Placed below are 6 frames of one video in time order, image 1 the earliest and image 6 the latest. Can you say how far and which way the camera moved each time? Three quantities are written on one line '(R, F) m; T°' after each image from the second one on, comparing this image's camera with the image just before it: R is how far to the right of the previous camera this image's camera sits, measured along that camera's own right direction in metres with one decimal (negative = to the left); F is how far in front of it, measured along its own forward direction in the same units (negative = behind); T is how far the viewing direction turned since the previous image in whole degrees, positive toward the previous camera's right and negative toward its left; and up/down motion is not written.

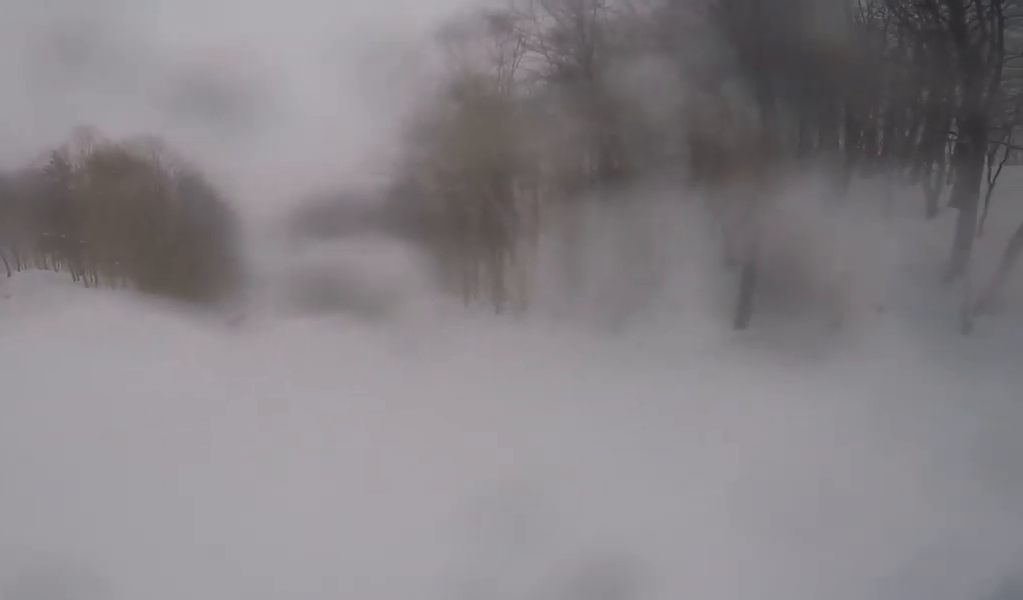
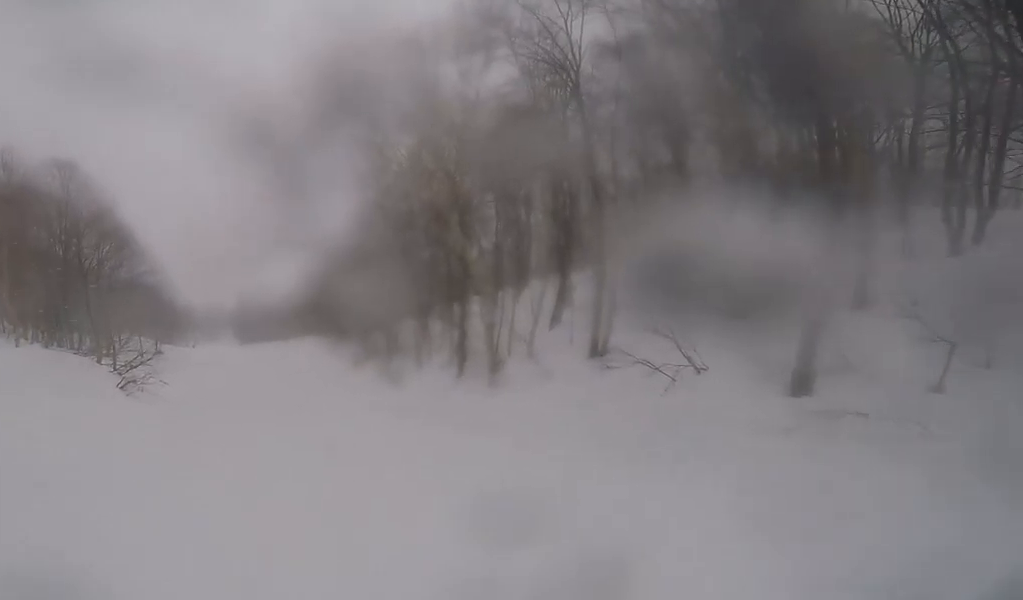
(+0.1, +5.6) m; -1°
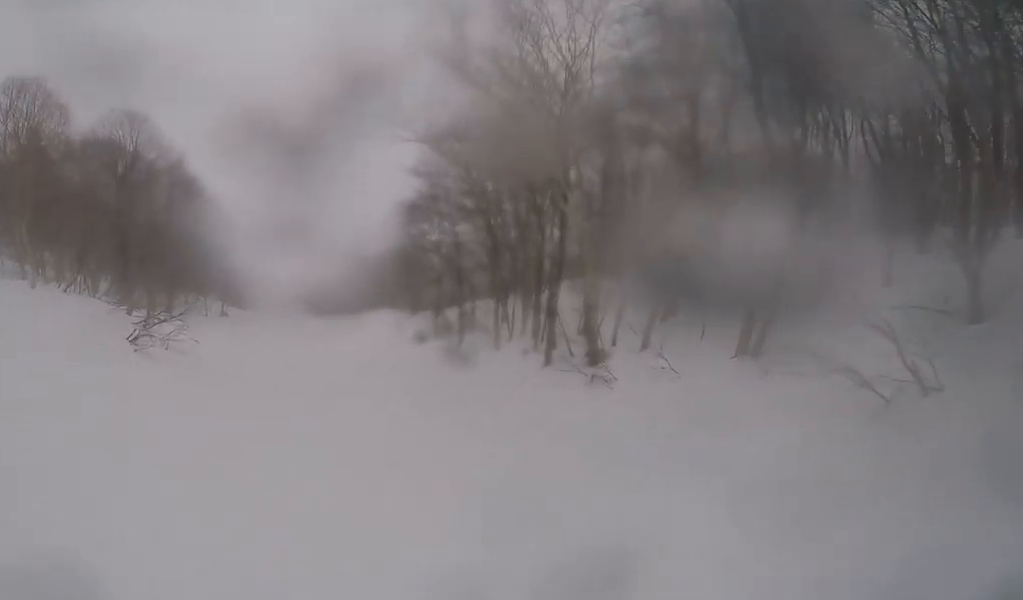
(-0.1, +4.0) m; -10°
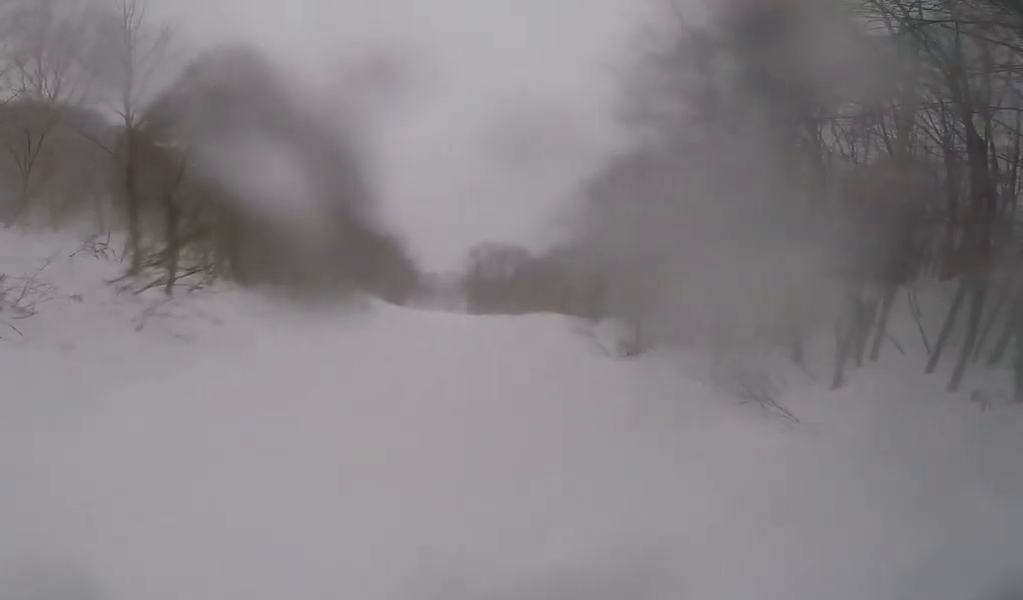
(-2.5, +9.2) m; -18°
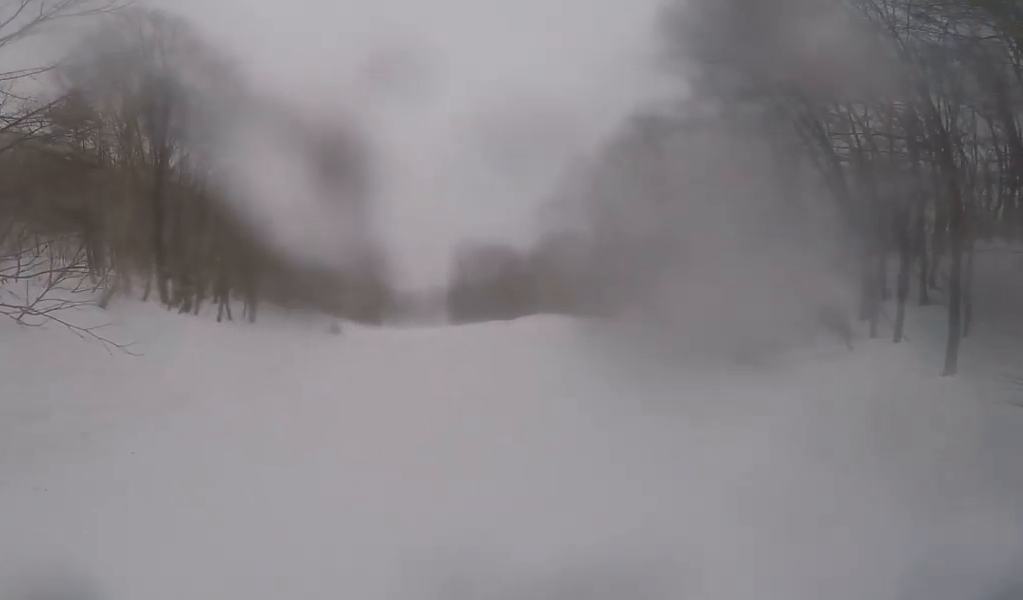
(+0.8, +6.7) m; +16°
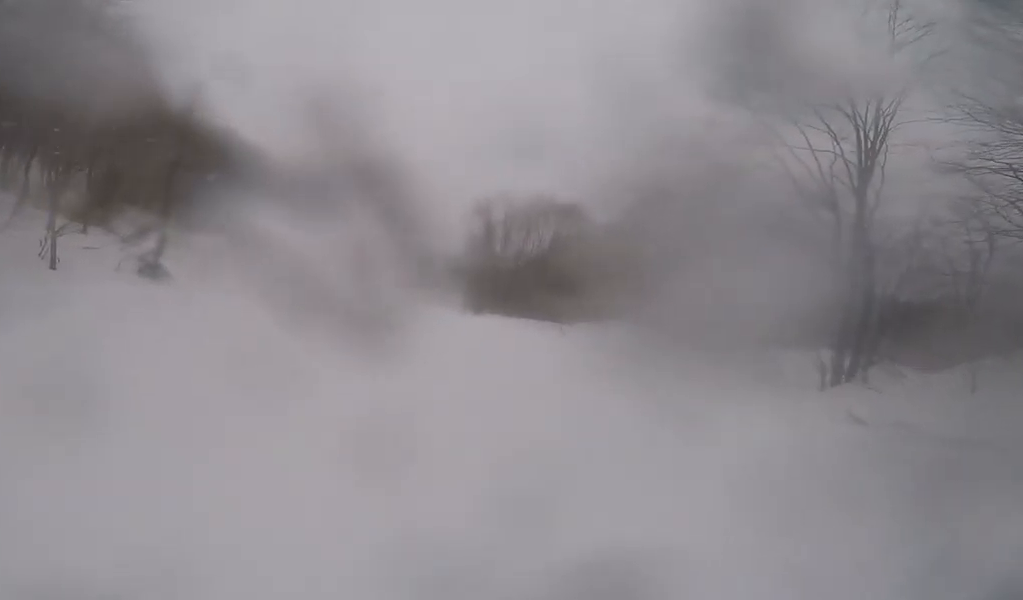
(+0.6, +21.9) m; -15°
